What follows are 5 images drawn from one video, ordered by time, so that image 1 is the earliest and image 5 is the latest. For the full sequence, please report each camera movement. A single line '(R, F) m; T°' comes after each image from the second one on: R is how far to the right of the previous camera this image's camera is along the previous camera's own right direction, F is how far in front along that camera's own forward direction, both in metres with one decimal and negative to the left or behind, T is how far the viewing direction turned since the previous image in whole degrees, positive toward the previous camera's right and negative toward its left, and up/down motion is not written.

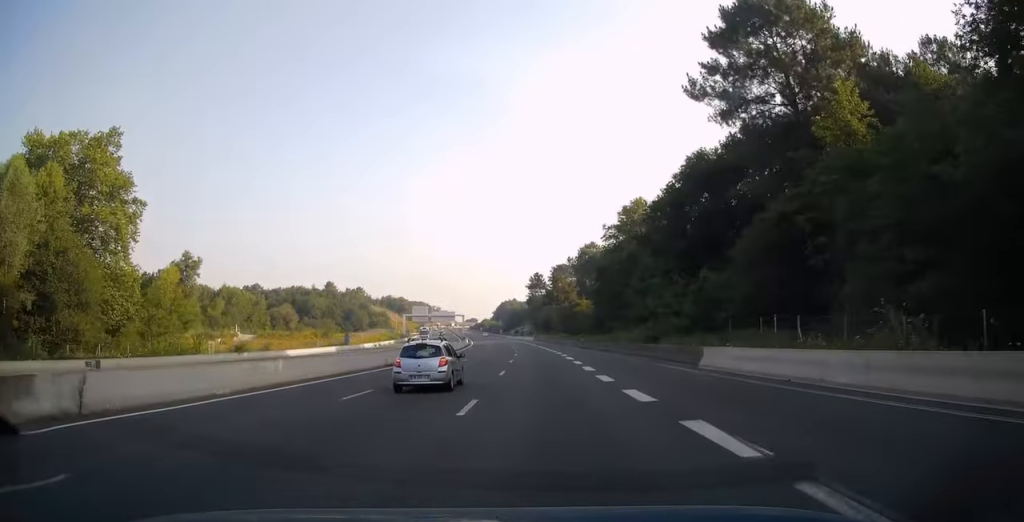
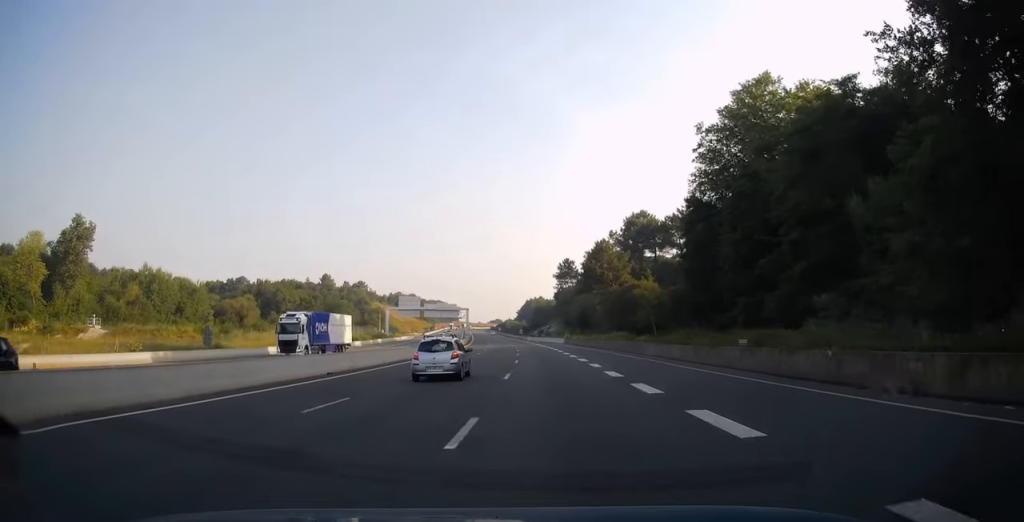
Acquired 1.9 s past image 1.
(-1.8, +56.3) m; -3°
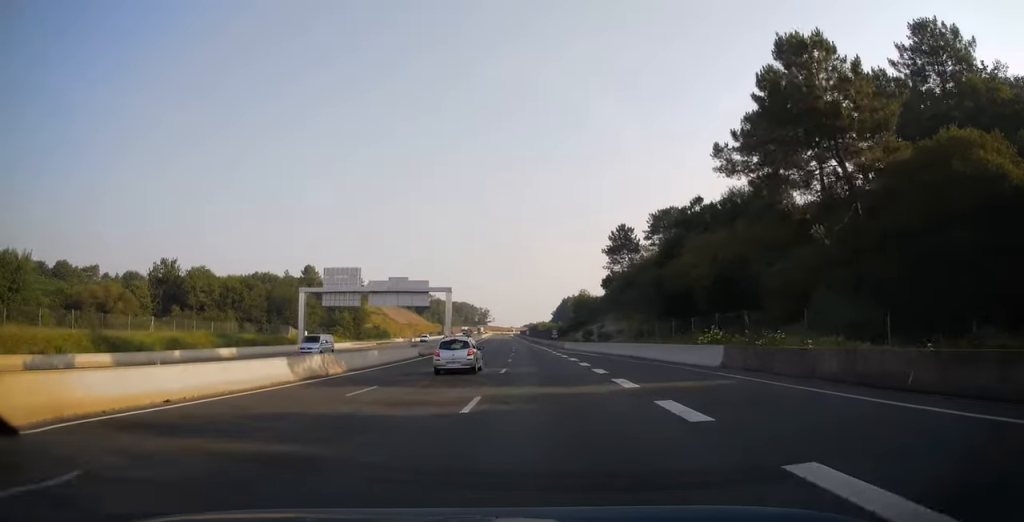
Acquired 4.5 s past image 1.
(-2.3, +75.3) m; -4°
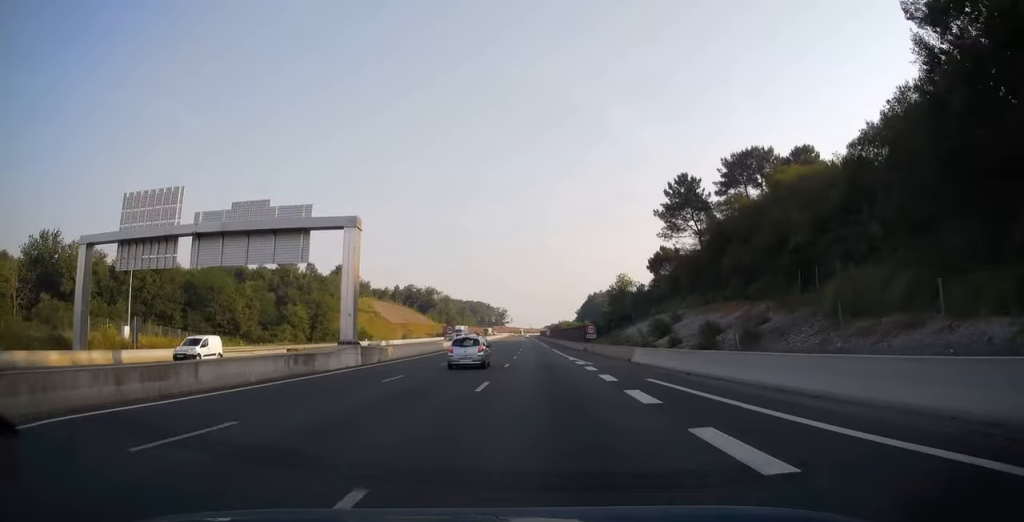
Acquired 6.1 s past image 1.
(-0.9, +48.4) m; -2°
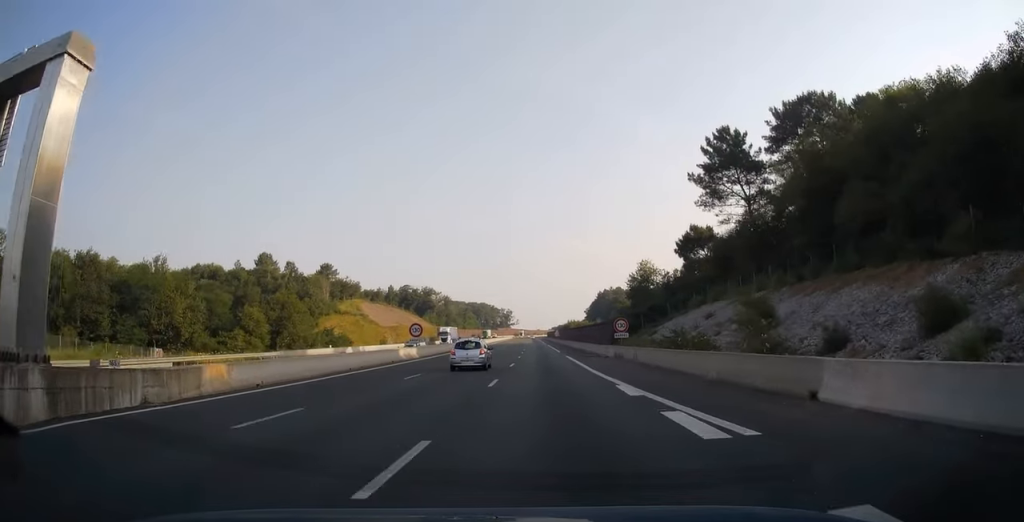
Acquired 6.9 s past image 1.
(-0.1, +23.5) m; 0°
